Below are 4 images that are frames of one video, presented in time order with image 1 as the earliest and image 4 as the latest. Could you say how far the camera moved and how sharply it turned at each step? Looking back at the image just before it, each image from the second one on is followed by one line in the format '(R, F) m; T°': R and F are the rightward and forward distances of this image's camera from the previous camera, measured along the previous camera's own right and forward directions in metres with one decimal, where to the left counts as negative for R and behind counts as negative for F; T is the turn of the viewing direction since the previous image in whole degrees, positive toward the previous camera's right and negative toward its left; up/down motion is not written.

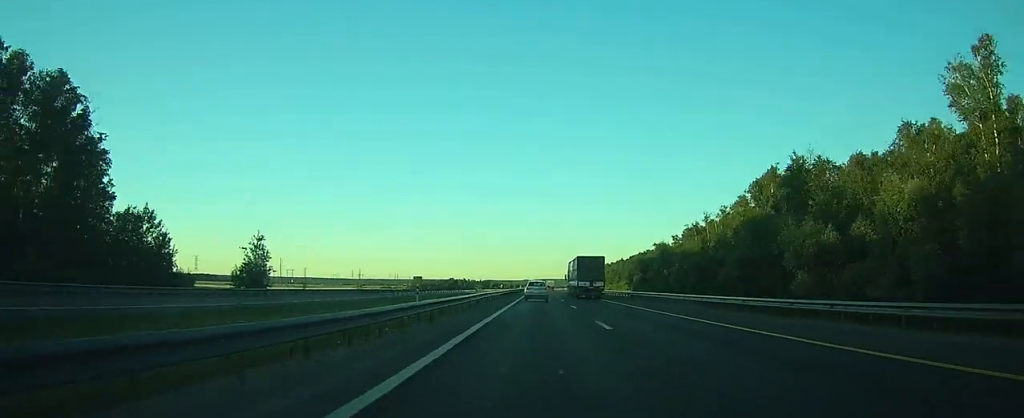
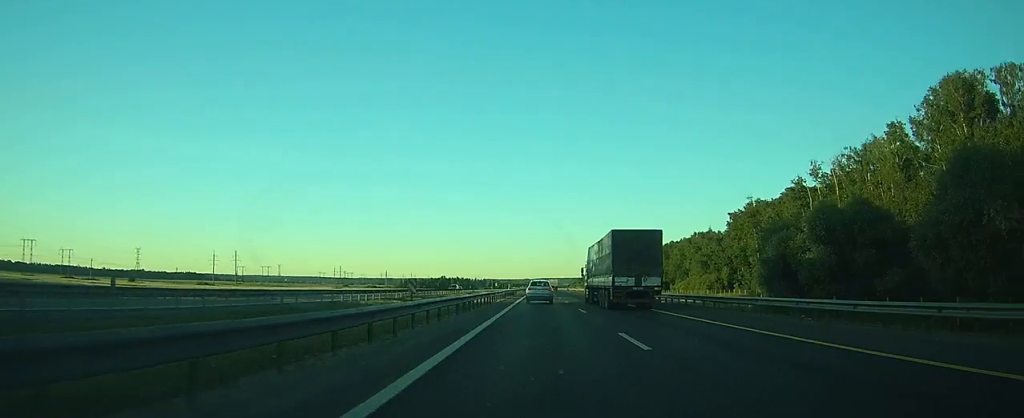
(-0.2, +69.3) m; 0°
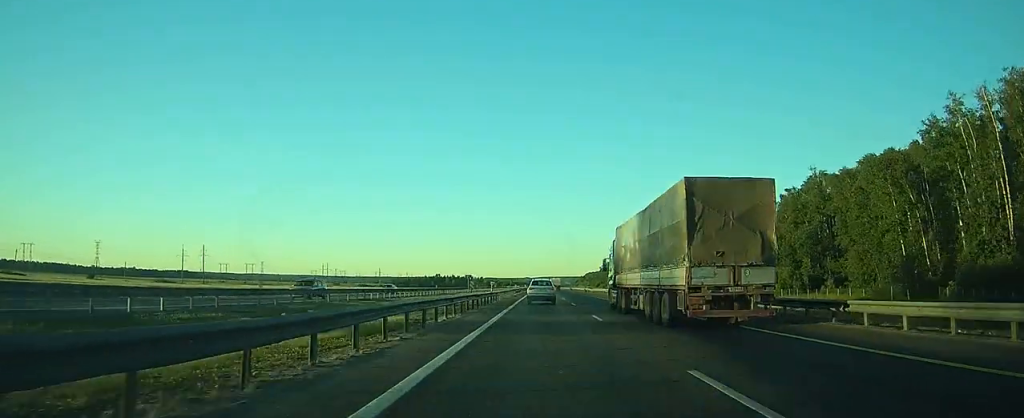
(-0.1, +39.0) m; 0°
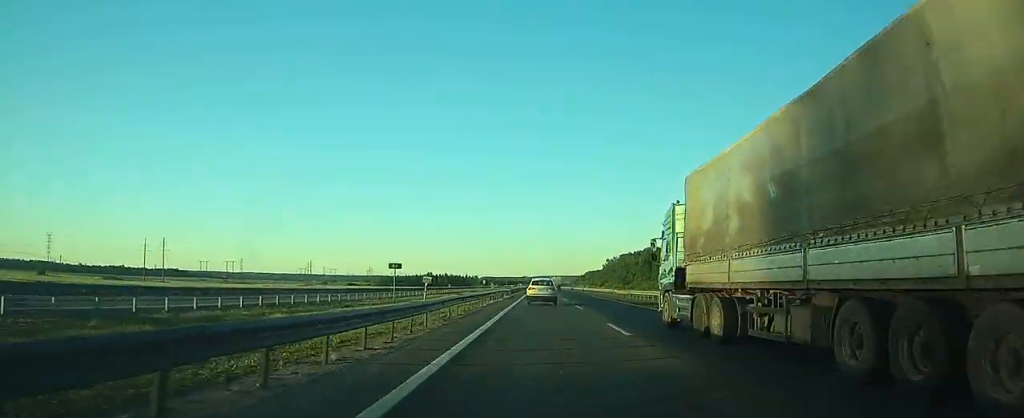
(0.0, +37.5) m; 0°
